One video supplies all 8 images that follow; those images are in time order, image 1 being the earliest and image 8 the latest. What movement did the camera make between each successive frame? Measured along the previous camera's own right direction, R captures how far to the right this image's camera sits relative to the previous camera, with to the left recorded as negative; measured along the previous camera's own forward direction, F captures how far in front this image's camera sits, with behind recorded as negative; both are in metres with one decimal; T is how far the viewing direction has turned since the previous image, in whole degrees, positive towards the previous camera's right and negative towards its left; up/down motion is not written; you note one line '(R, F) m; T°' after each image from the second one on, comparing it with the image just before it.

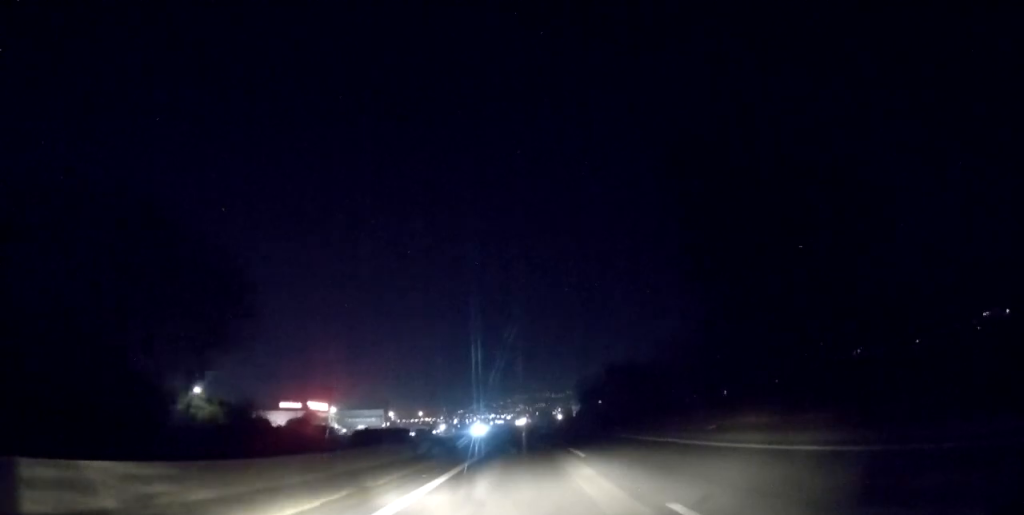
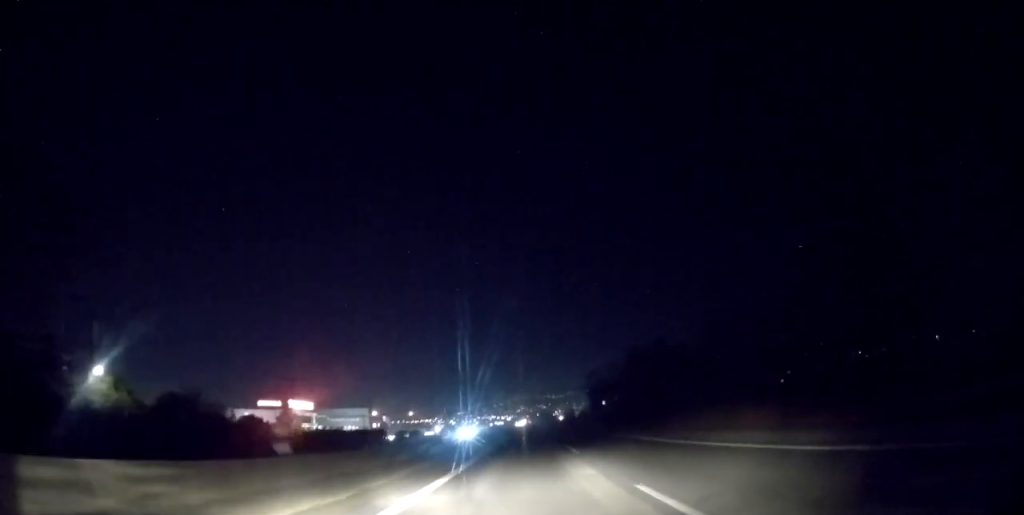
(-0.2, +15.2) m; 0°
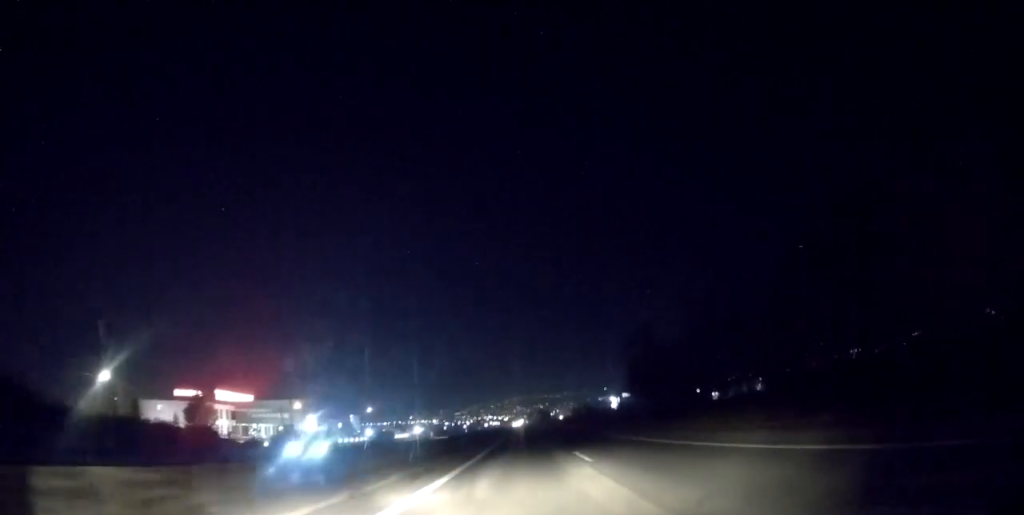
(+0.5, +40.5) m; 0°
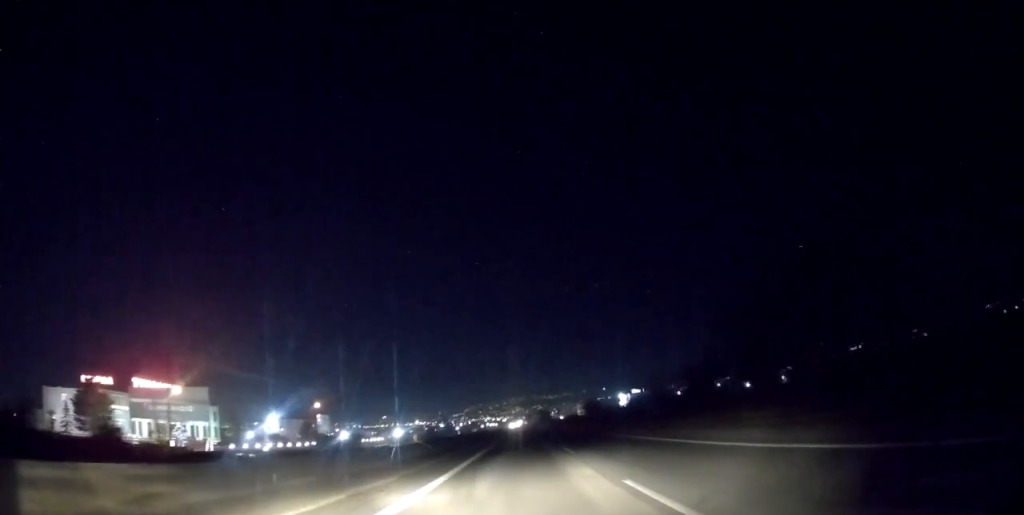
(-0.3, +29.9) m; 0°
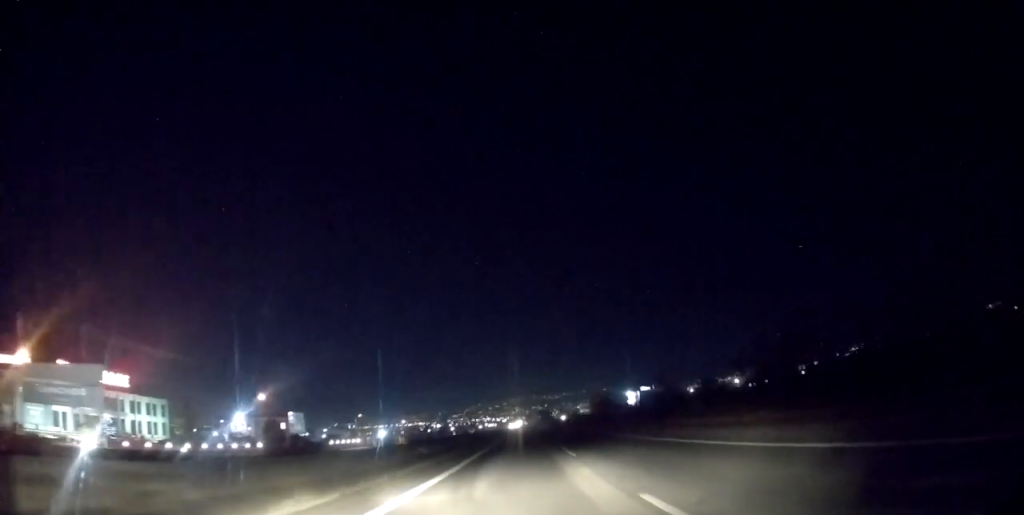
(+0.2, +20.0) m; 0°
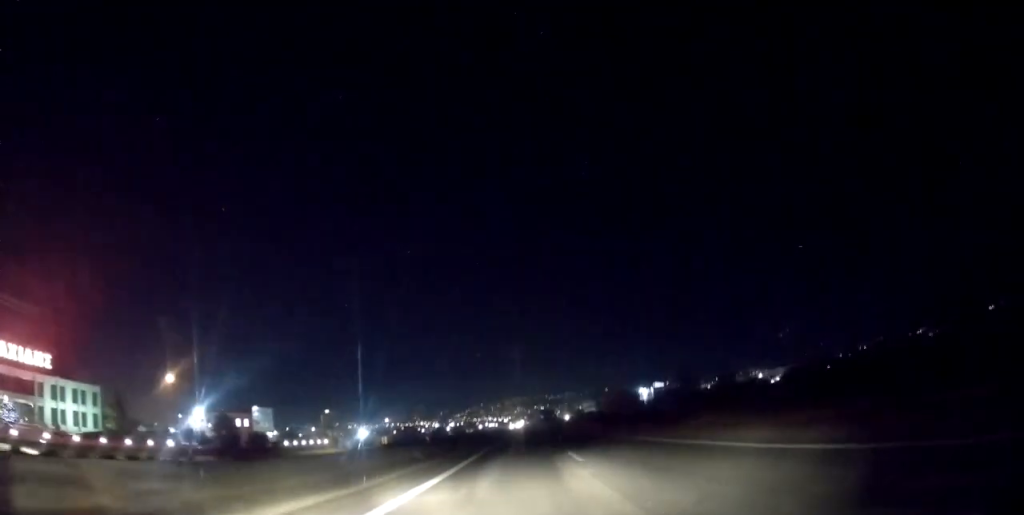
(+0.1, +20.6) m; 0°
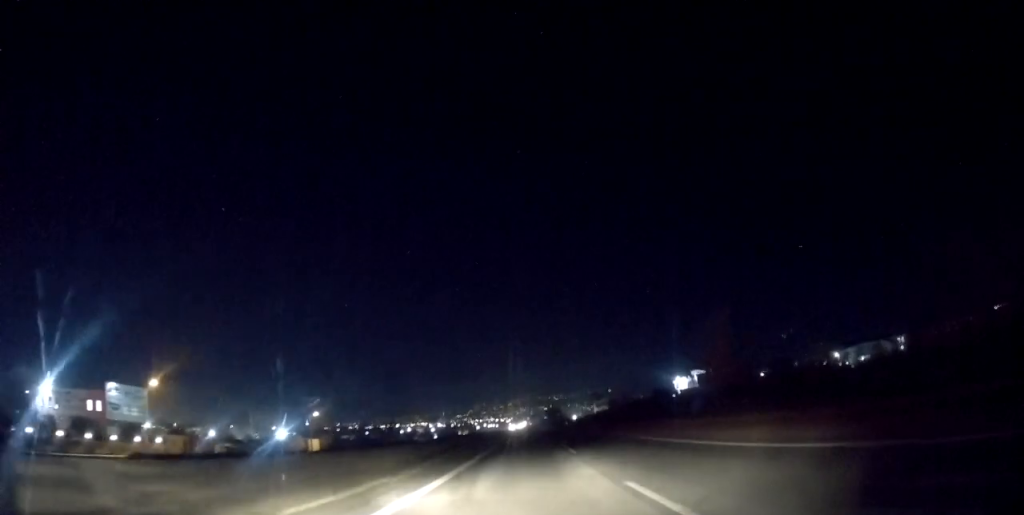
(-0.4, +49.2) m; -1°
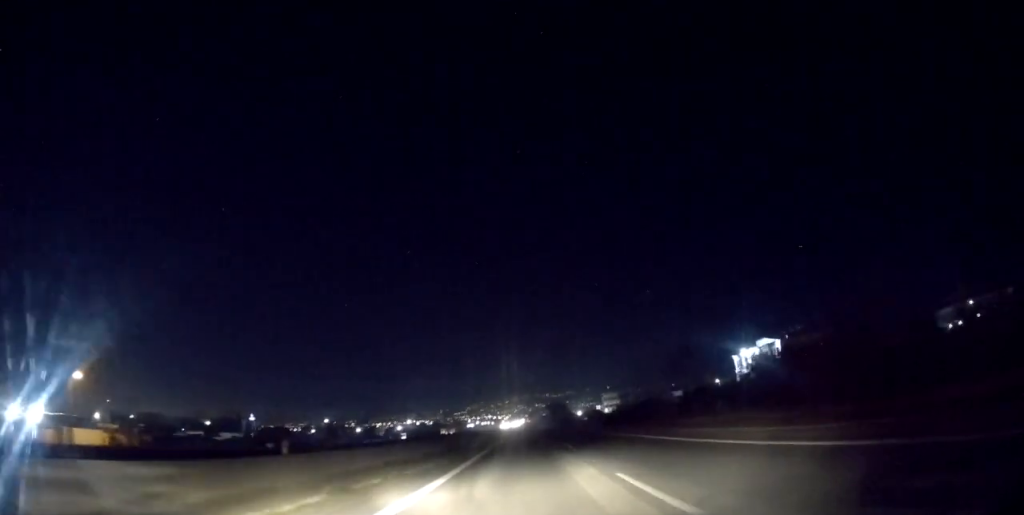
(-0.1, +52.0) m; 0°
